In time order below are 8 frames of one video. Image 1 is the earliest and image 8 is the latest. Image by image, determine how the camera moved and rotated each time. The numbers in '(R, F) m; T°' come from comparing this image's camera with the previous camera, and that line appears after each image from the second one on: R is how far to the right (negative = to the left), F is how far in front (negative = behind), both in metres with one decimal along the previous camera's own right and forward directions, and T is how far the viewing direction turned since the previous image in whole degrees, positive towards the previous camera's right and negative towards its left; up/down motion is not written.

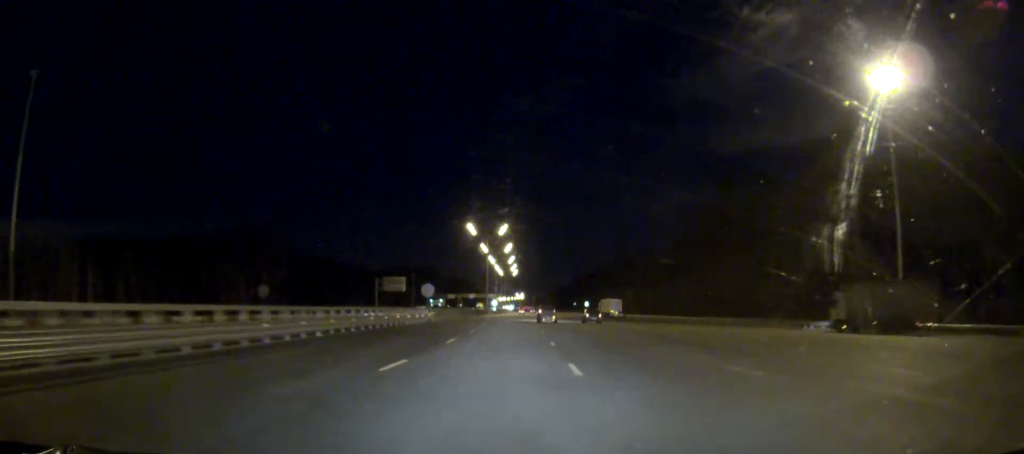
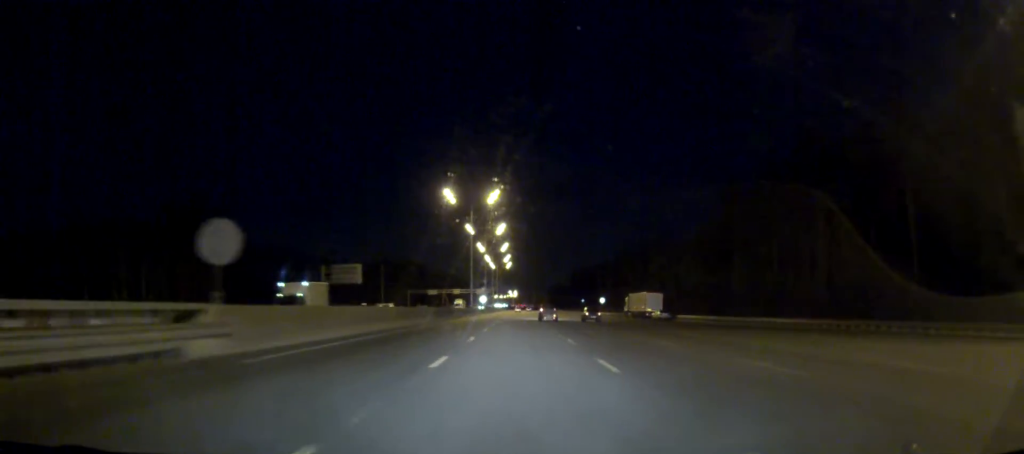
(+0.3, +47.7) m; +1°
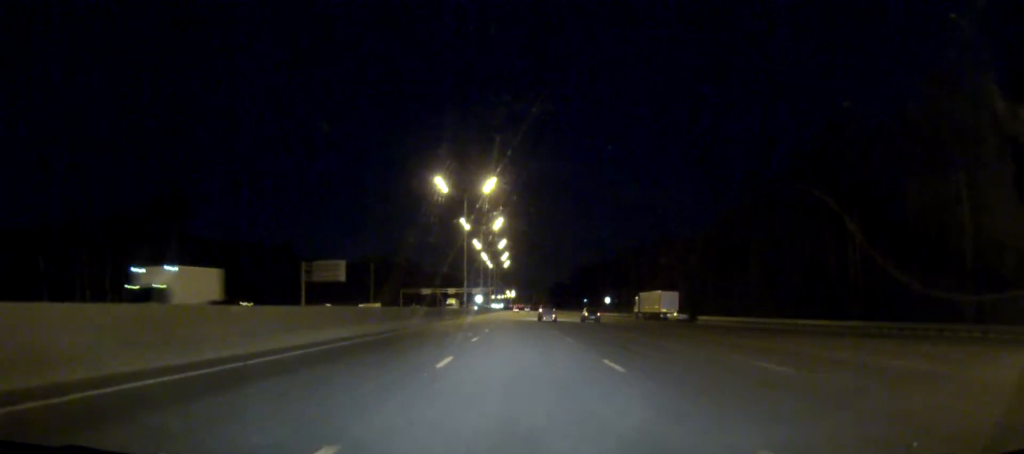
(0.0, +12.0) m; 0°
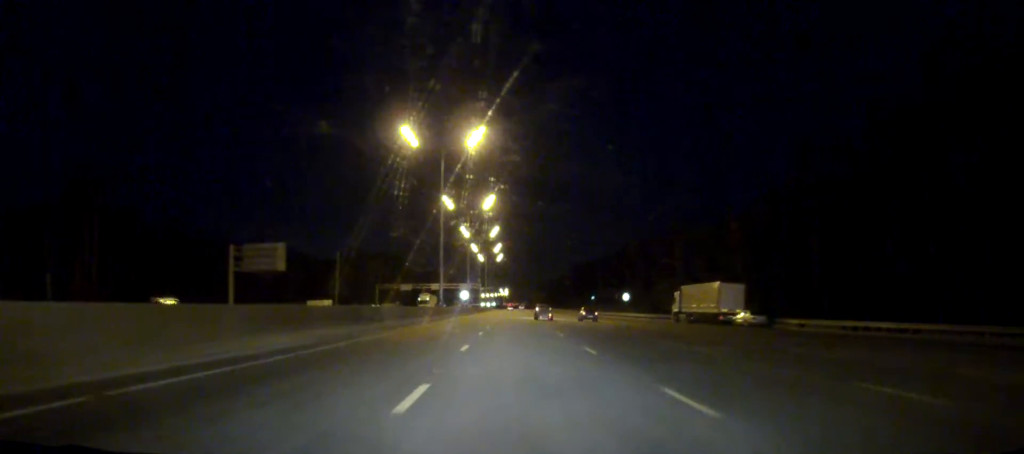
(+0.2, +31.0) m; 0°
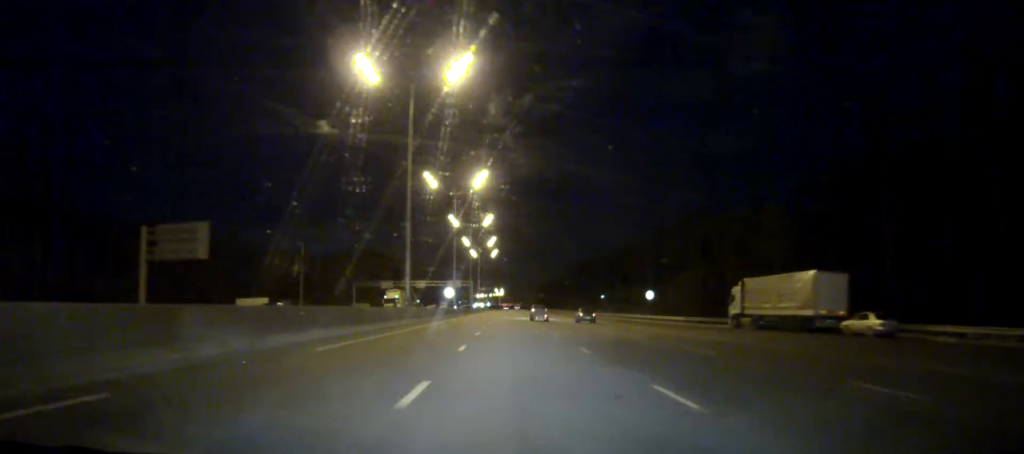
(+0.1, +23.9) m; 0°
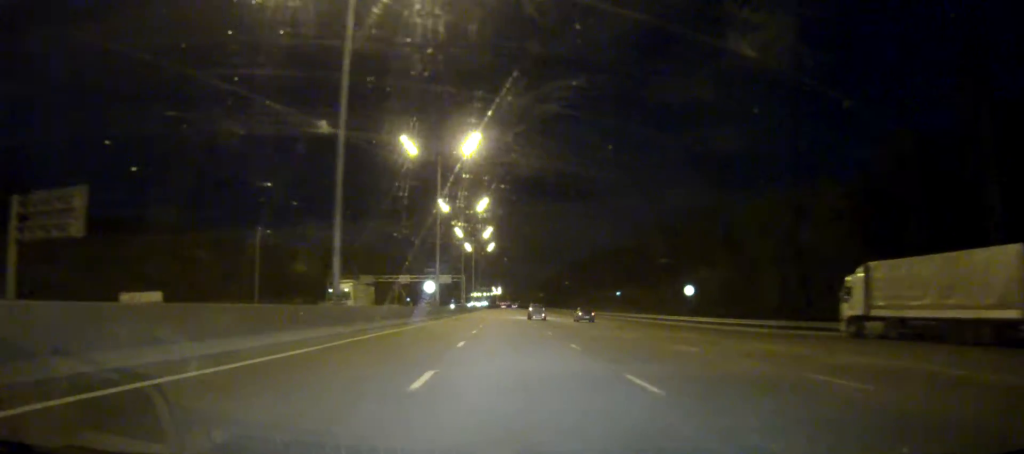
(0.0, +22.6) m; 0°
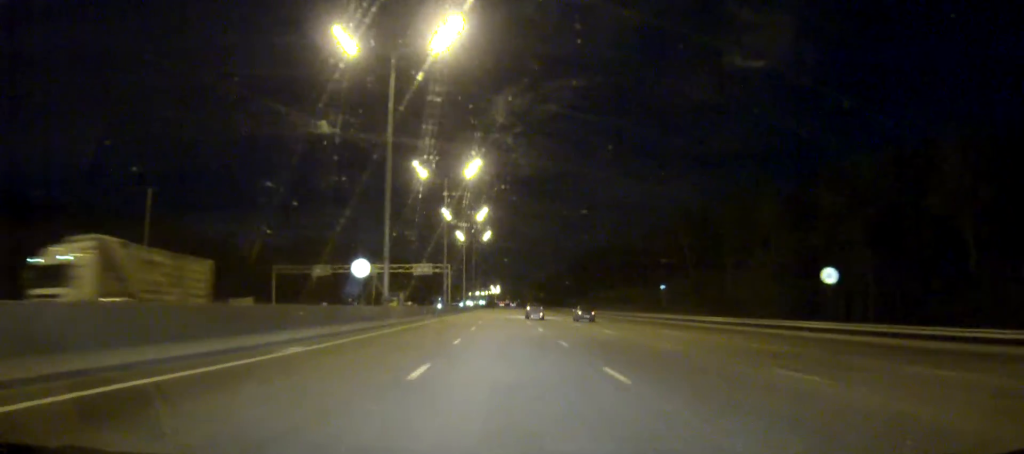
(0.0, +34.7) m; 0°
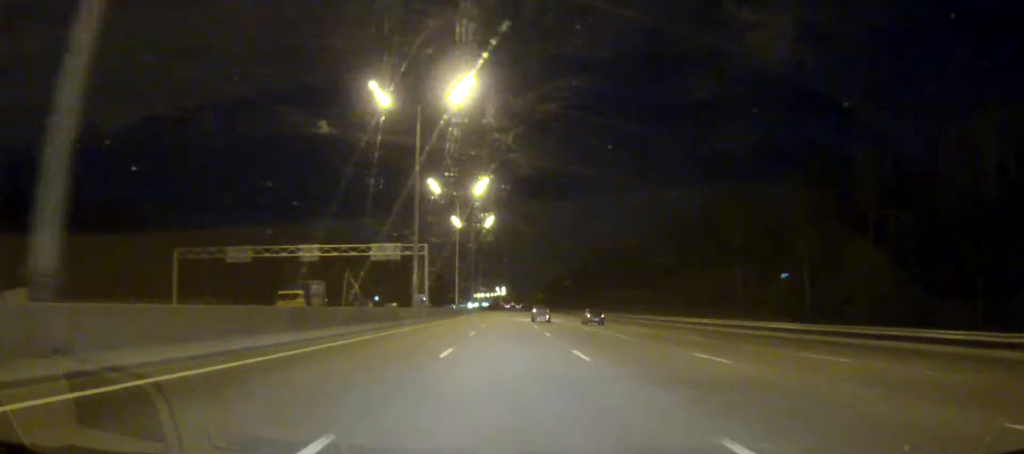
(0.0, +36.8) m; 0°
